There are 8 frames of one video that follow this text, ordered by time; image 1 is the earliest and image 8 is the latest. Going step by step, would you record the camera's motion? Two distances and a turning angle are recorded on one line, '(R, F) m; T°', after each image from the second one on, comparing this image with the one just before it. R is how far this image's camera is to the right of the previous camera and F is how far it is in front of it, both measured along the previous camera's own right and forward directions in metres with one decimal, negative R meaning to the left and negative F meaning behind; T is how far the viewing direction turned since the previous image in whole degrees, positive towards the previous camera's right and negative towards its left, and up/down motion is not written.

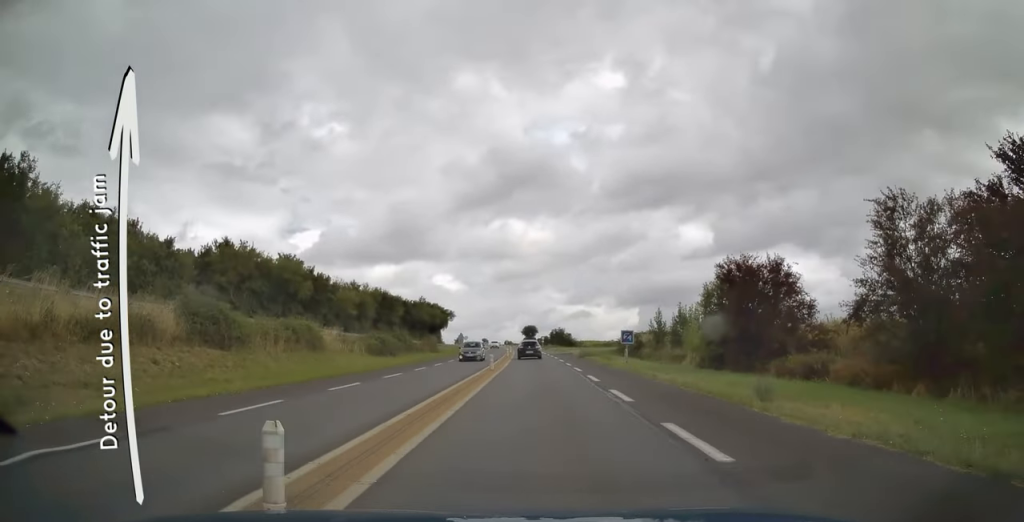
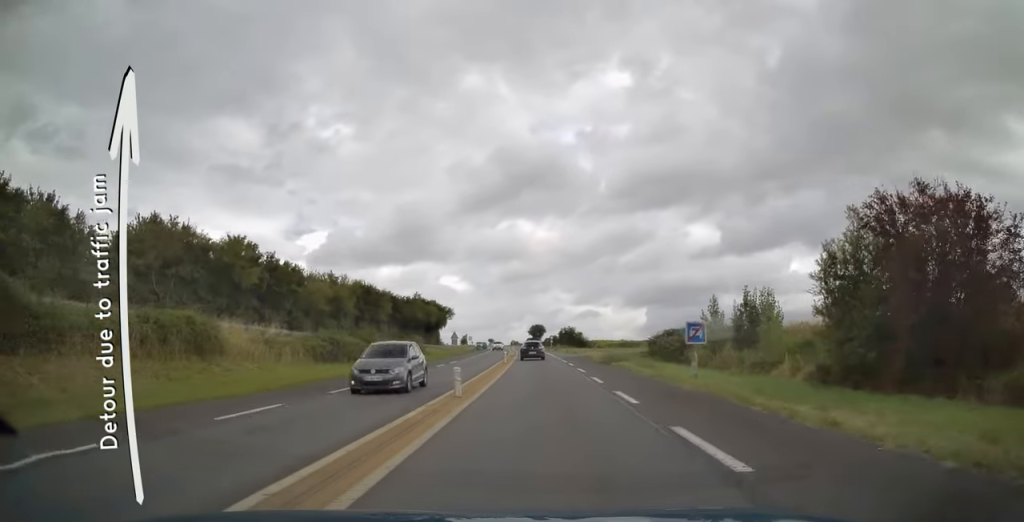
(-0.2, +13.5) m; 0°
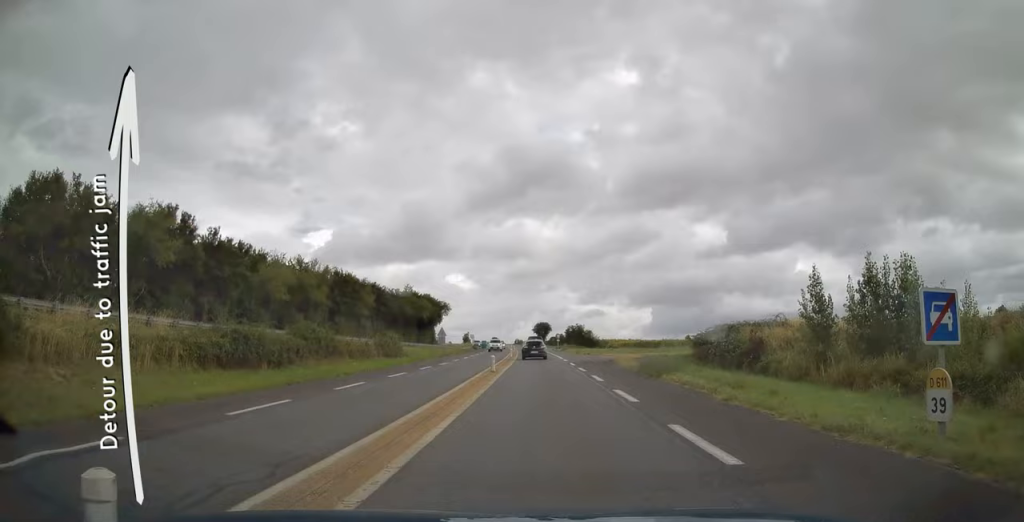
(0.0, +12.6) m; 0°
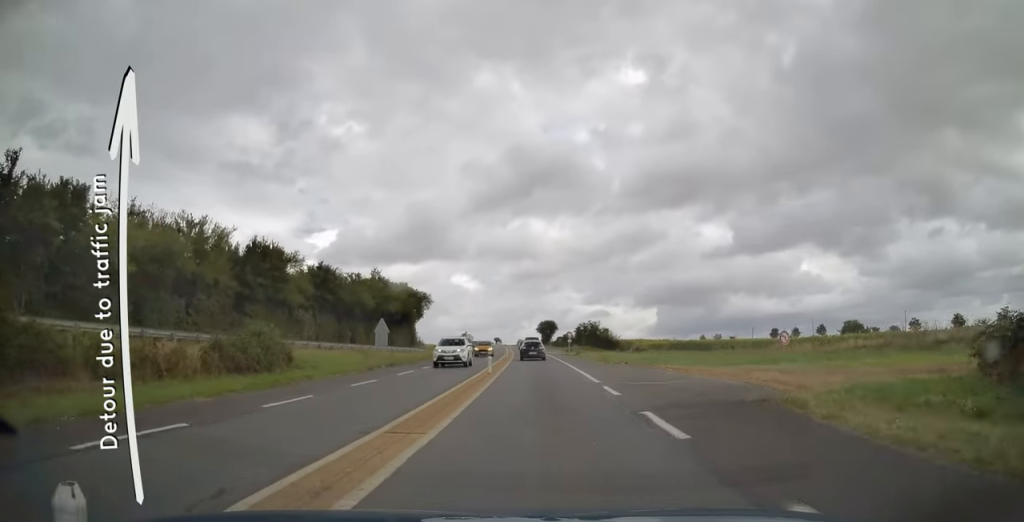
(-0.1, +24.3) m; -1°
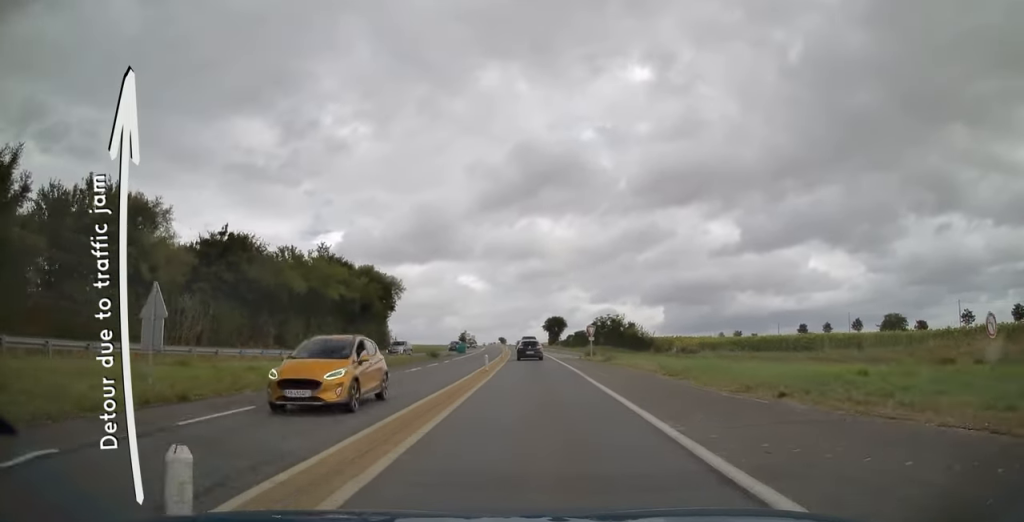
(-0.1, +22.9) m; -1°
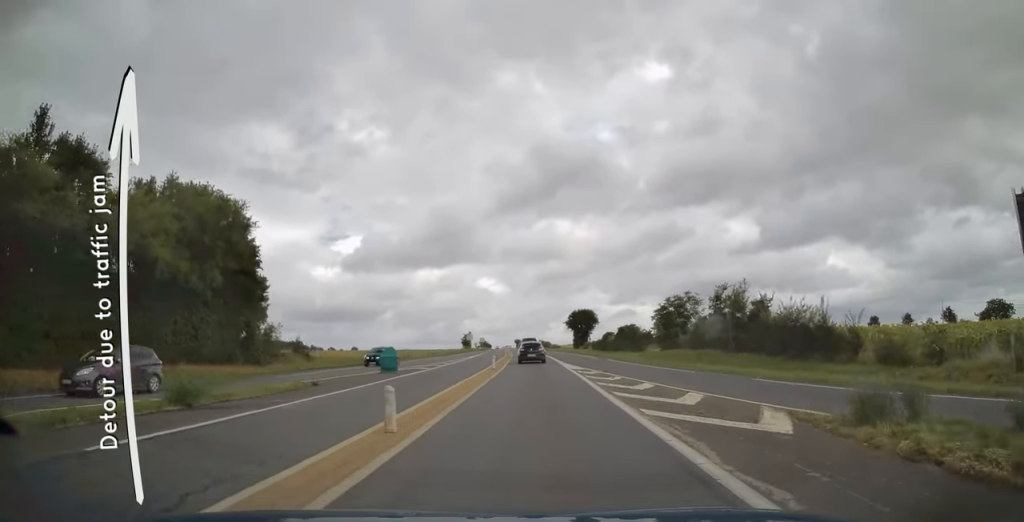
(-0.7, +41.9) m; -2°
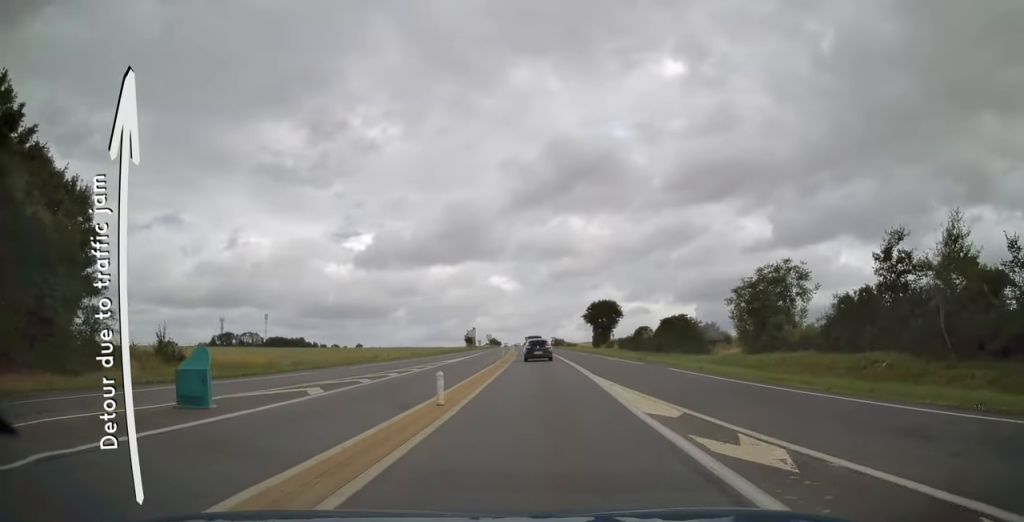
(-0.1, +19.9) m; -1°
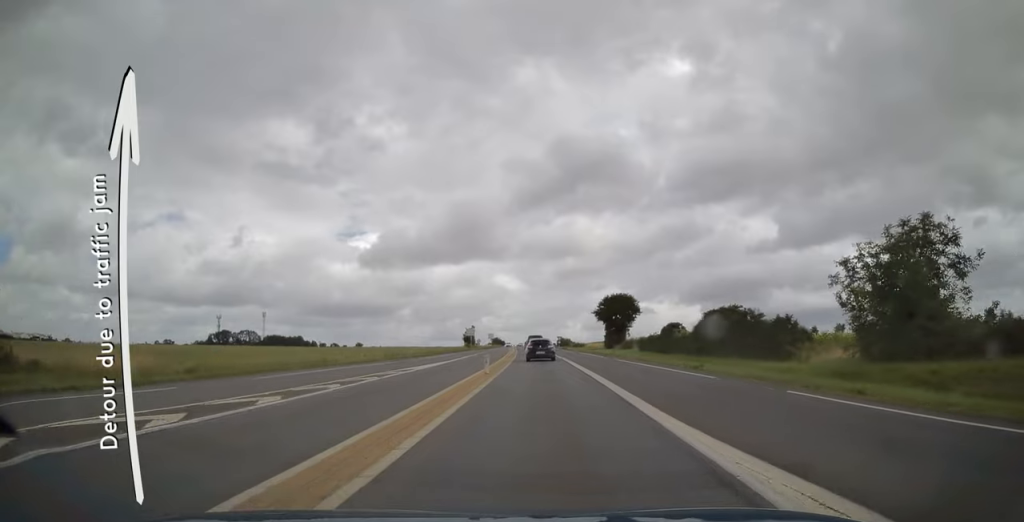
(-0.1, +12.8) m; -1°
